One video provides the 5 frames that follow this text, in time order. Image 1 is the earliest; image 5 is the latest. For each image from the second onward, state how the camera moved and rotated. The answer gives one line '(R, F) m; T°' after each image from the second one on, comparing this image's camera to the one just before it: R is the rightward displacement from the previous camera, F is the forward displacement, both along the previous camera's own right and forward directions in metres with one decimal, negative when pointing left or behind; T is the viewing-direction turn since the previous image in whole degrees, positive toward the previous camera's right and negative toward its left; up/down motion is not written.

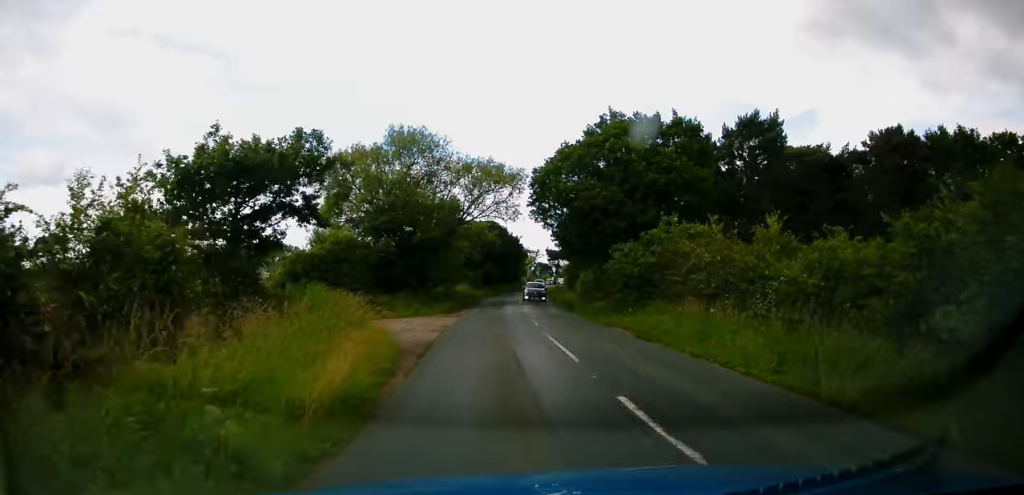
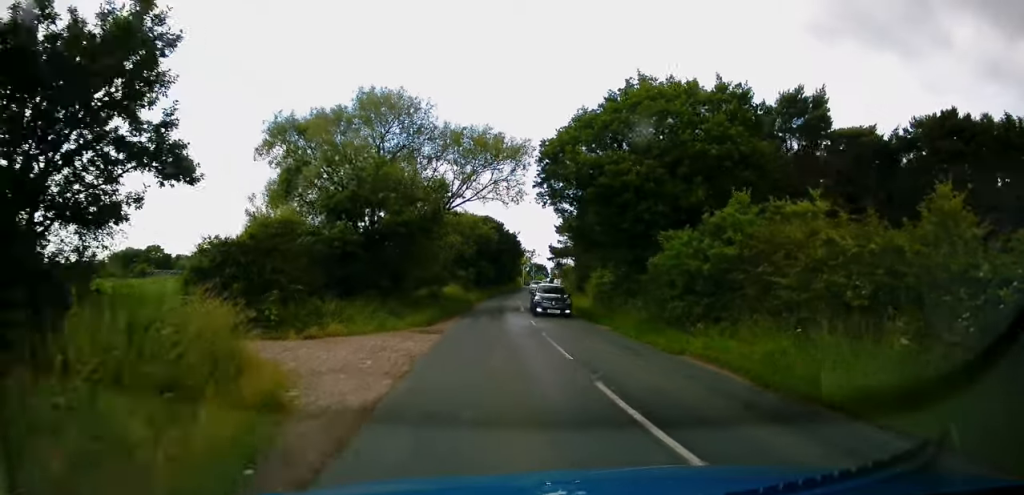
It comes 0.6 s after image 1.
(0.0, +8.3) m; 0°
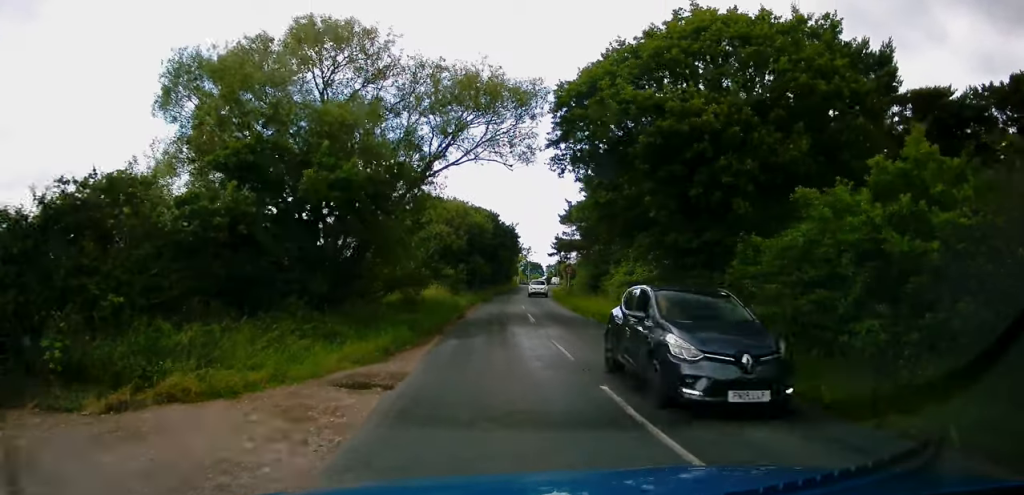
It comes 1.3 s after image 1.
(+0.2, +8.8) m; 0°
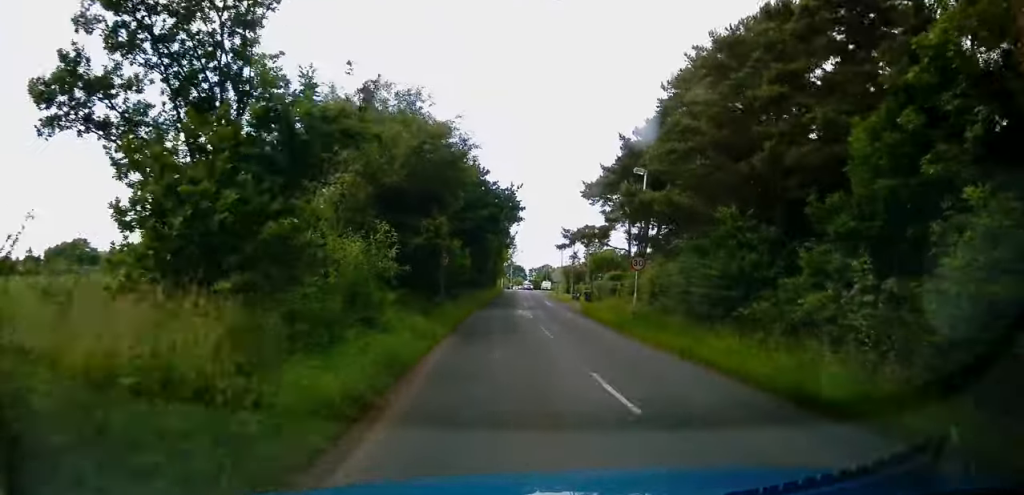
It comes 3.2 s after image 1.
(0.0, +25.4) m; +2°
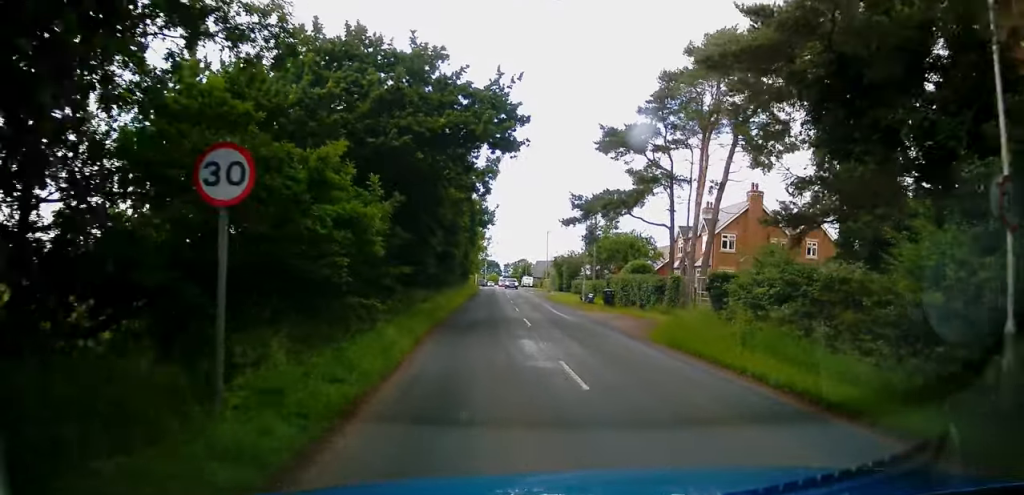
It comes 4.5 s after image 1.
(+0.5, +18.5) m; +3°
